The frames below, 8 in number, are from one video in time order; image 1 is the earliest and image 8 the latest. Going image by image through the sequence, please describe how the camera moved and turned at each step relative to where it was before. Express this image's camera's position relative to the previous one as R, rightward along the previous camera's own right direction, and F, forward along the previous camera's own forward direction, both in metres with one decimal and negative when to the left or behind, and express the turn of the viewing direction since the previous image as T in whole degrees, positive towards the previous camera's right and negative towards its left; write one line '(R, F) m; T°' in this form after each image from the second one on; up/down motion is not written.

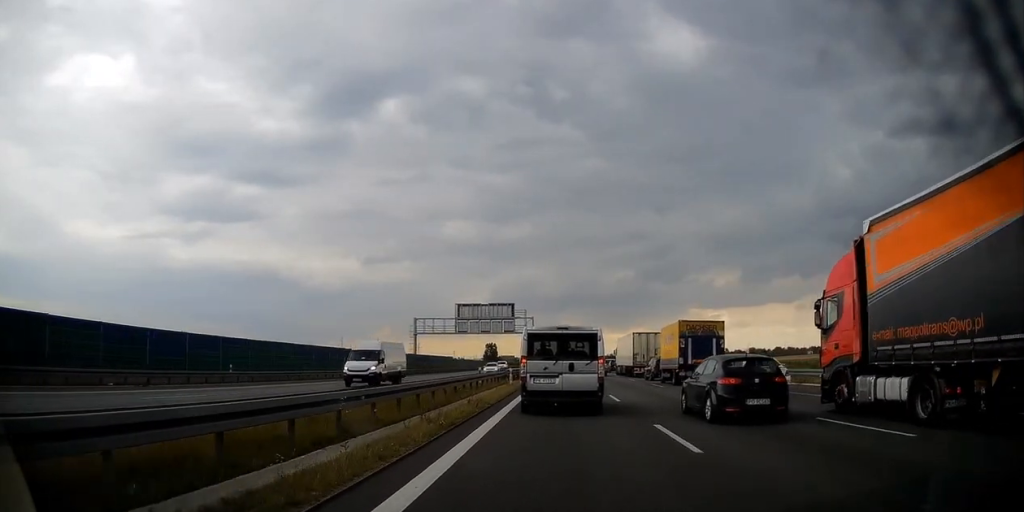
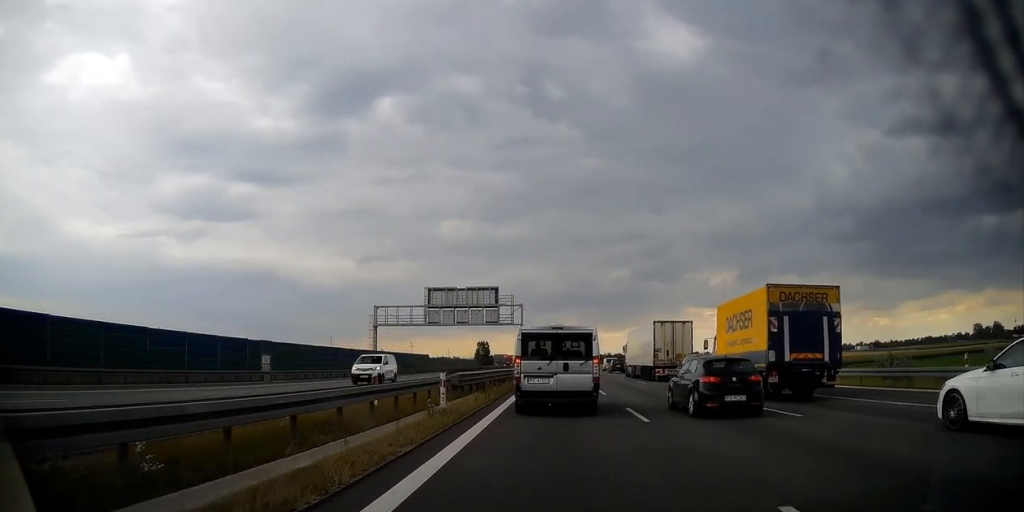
(+0.3, +20.4) m; +2°
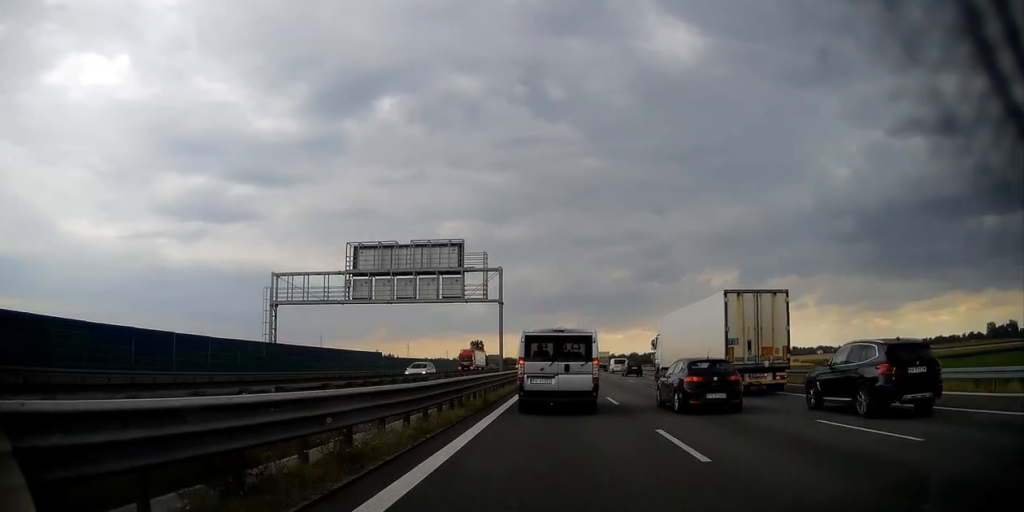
(-0.6, +35.5) m; -1°
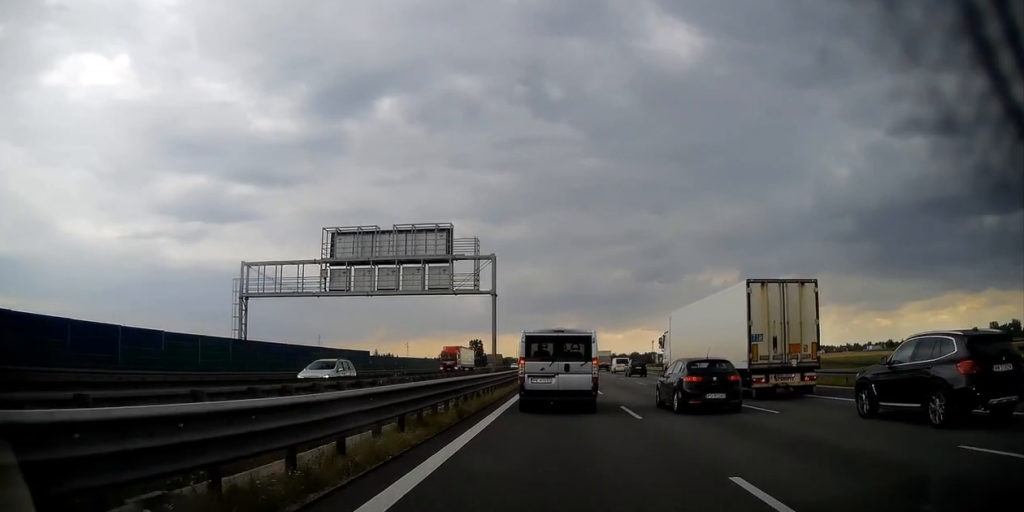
(+0.1, +6.7) m; 0°
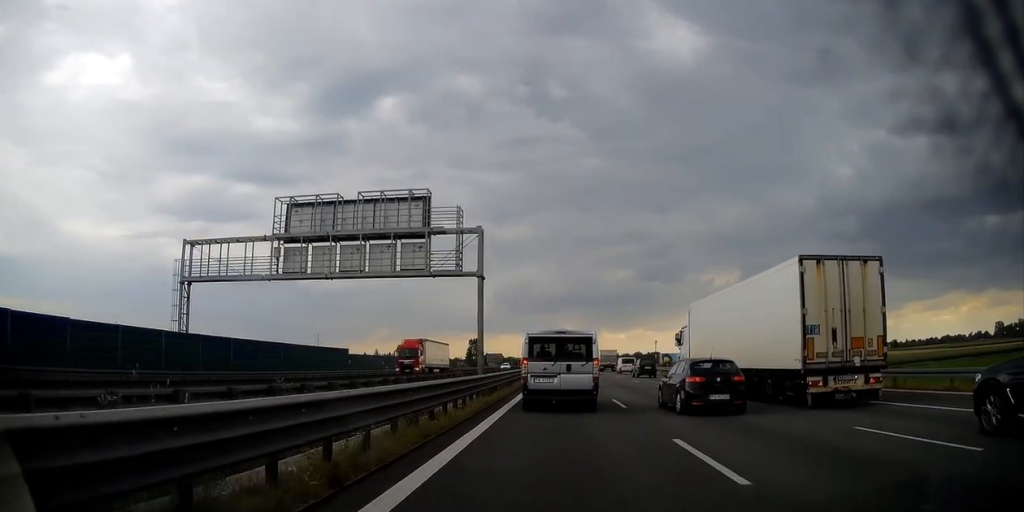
(-0.2, +9.9) m; -1°
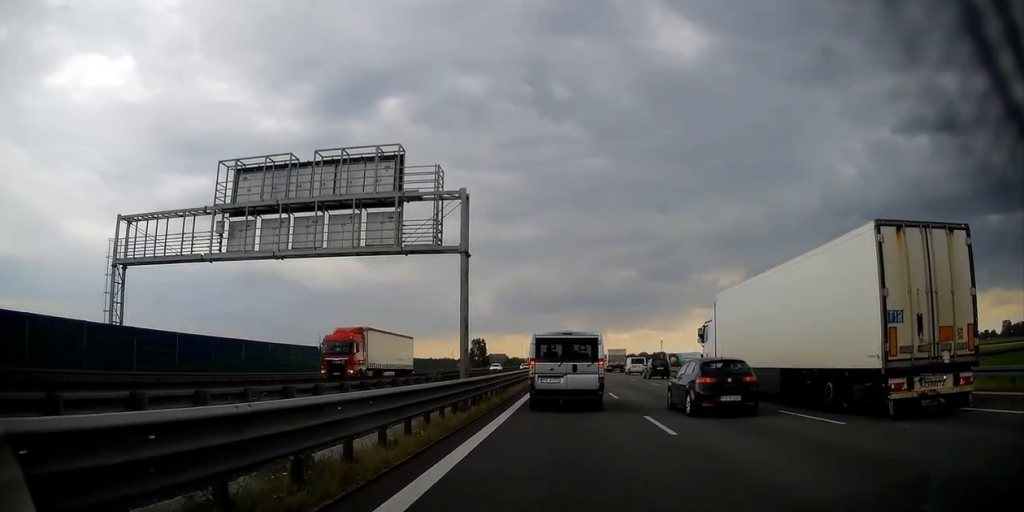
(0.0, +7.9) m; 0°
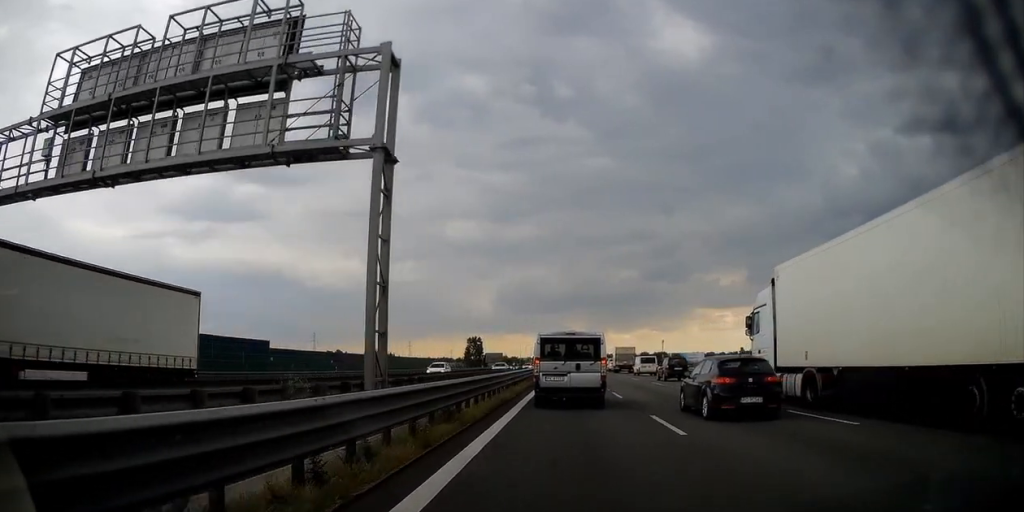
(+0.1, +12.4) m; +1°
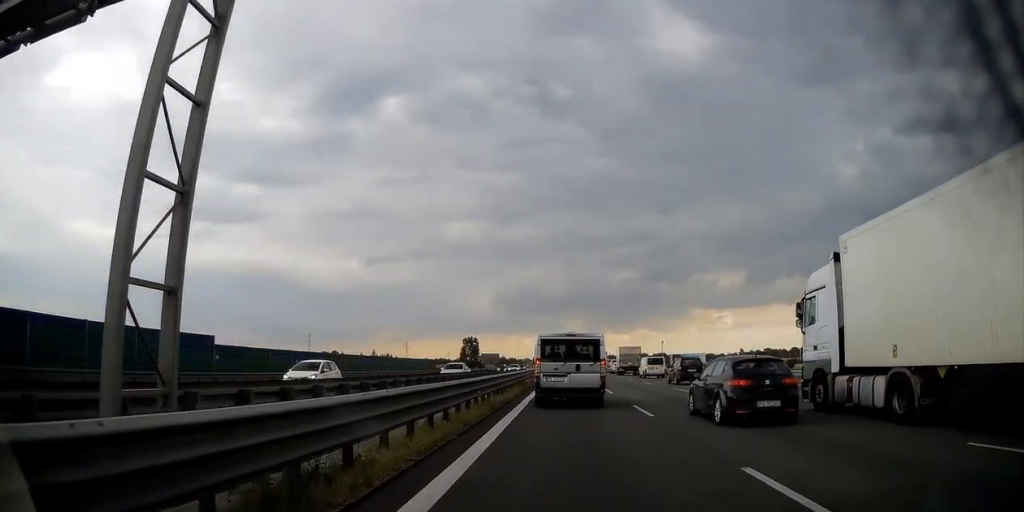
(0.0, +7.3) m; 0°
